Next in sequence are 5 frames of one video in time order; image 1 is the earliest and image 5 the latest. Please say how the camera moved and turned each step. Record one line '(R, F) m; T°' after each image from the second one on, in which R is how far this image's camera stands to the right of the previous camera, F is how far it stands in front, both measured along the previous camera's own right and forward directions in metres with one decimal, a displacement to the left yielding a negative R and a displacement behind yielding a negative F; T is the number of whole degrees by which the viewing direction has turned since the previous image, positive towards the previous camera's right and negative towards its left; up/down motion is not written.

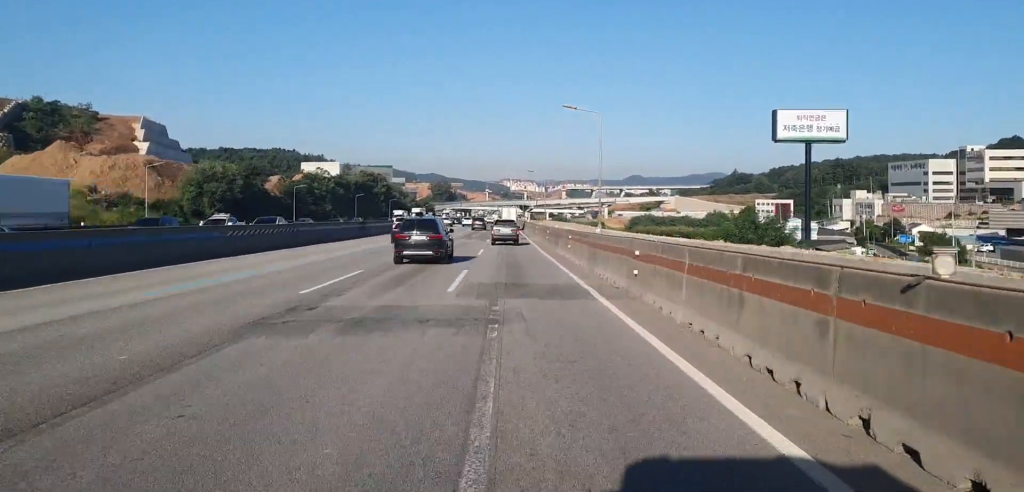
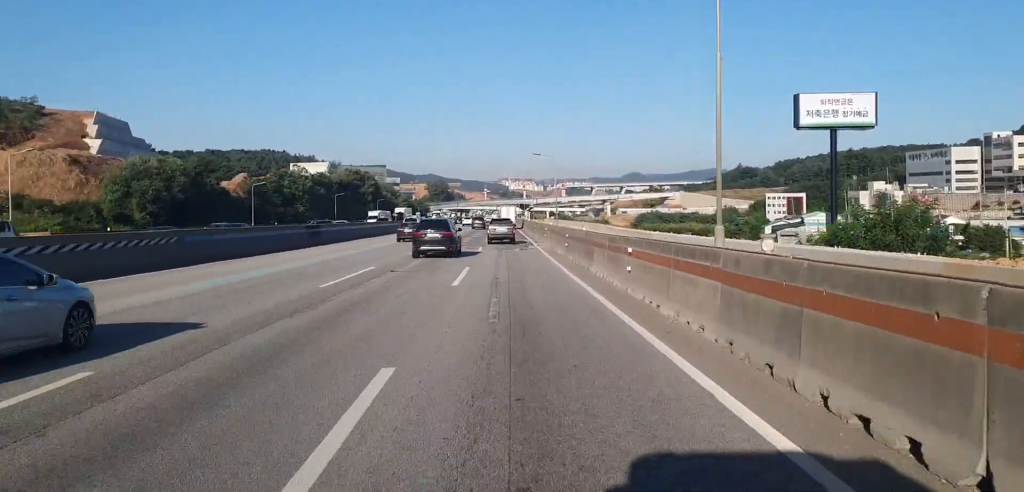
(0.0, +17.6) m; 0°
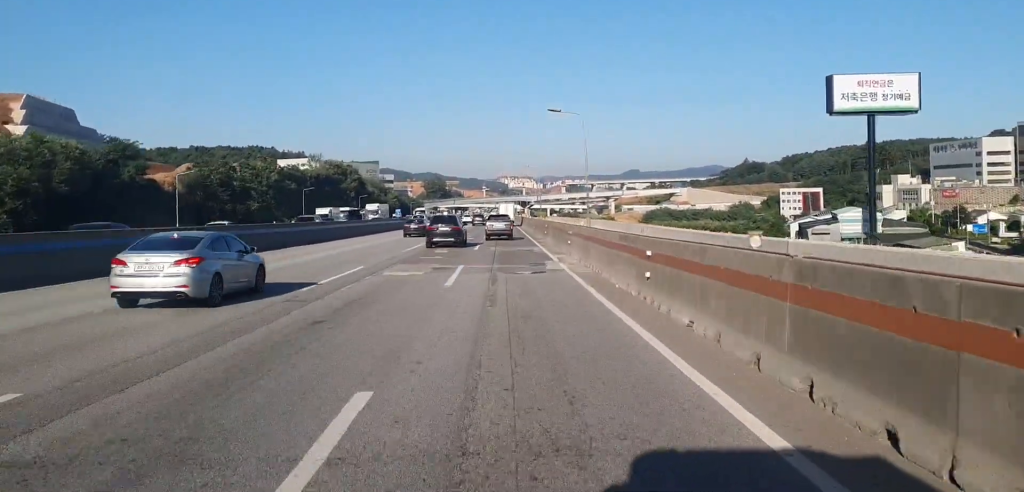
(-0.1, +21.0) m; 0°
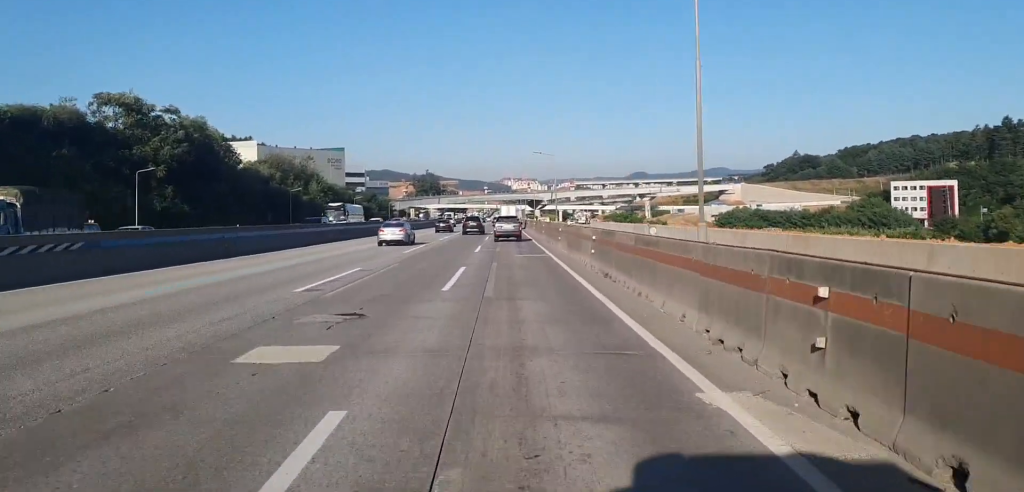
(+0.4, +98.3) m; -1°
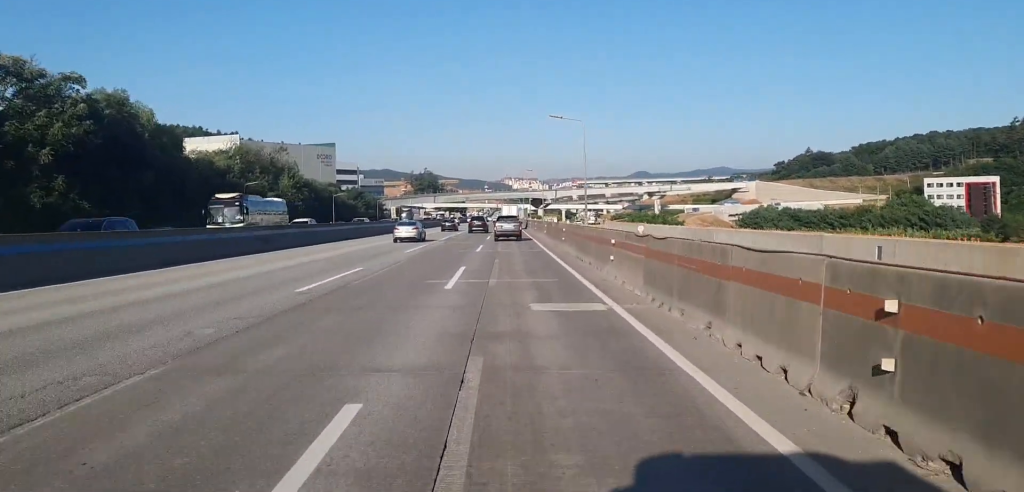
(0.0, +18.9) m; 0°
